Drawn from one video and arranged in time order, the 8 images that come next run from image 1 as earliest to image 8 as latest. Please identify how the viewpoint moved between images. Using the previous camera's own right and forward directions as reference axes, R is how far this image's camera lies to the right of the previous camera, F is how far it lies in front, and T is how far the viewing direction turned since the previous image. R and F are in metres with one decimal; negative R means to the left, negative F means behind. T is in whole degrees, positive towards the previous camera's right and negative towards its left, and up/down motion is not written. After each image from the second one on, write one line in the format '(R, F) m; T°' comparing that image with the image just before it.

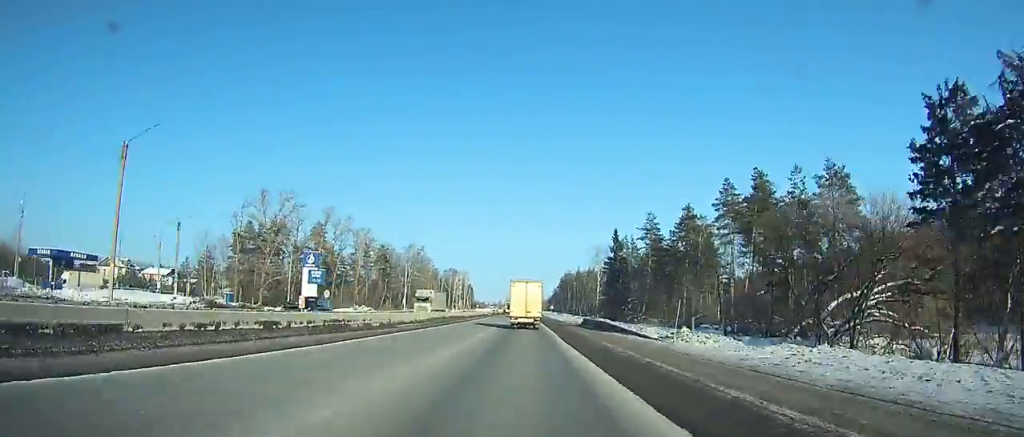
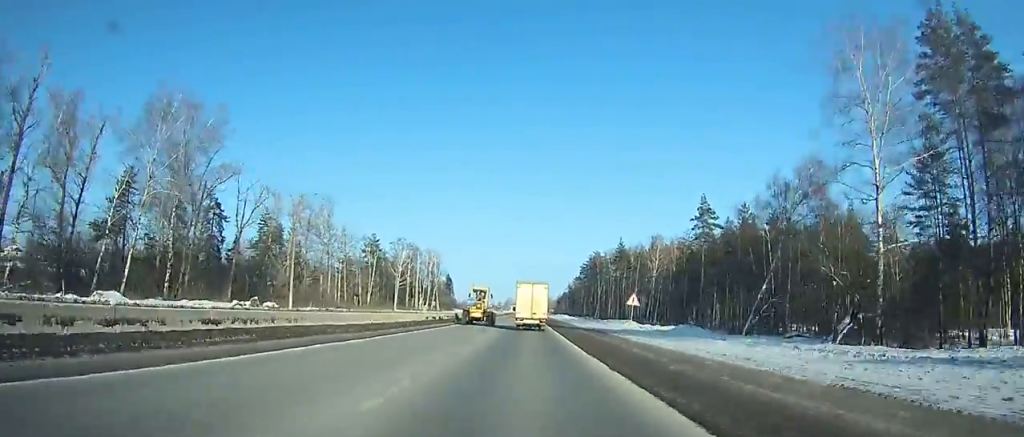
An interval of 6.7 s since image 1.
(-1.5, +137.6) m; -1°
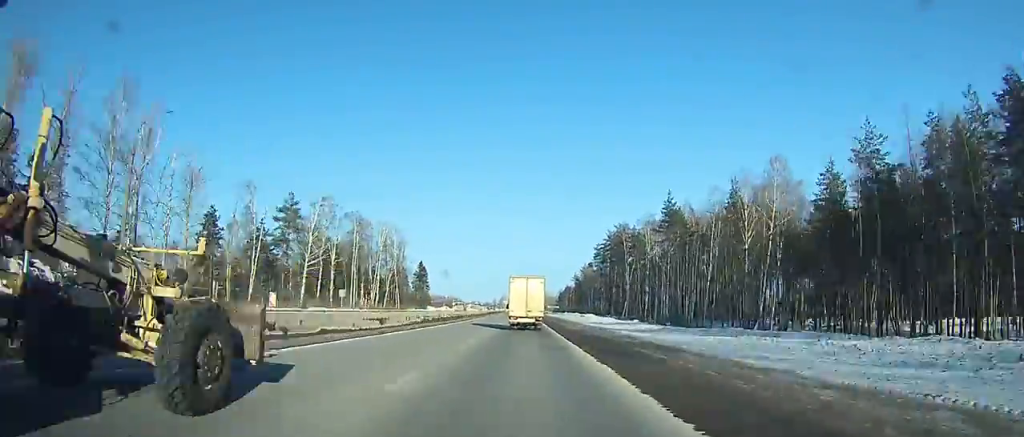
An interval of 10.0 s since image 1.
(+0.4, +66.3) m; 0°
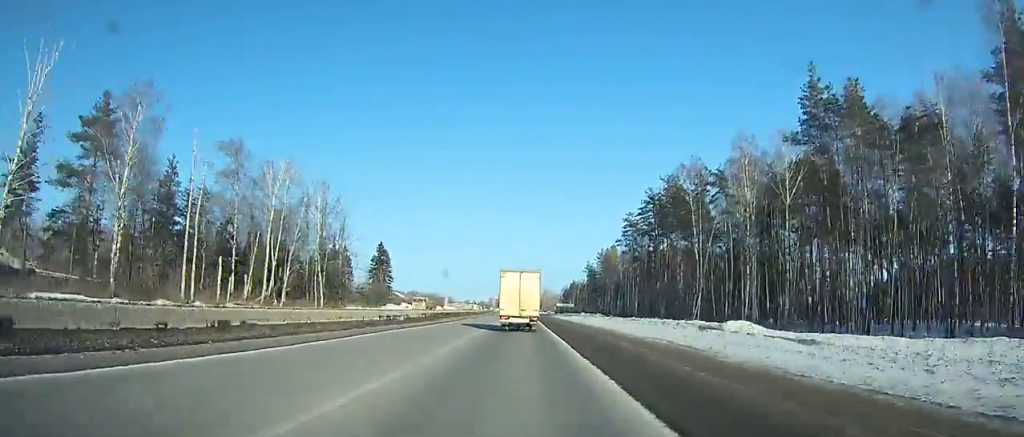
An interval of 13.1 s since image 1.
(+0.1, +63.1) m; 0°
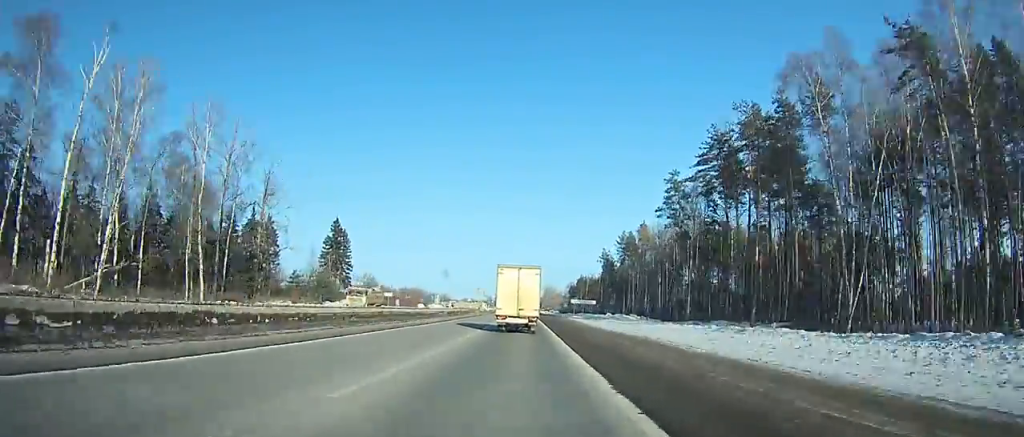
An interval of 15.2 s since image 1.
(-0.1, +43.7) m; 0°
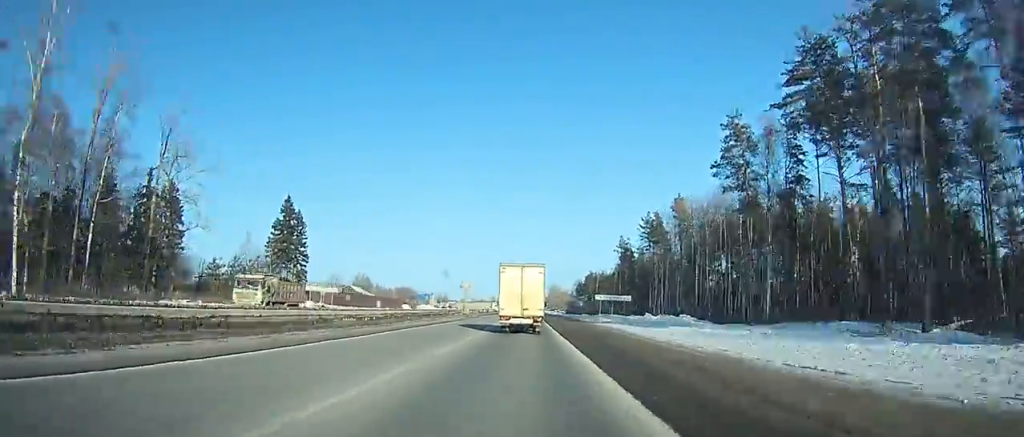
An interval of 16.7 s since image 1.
(0.0, +30.6) m; 0°
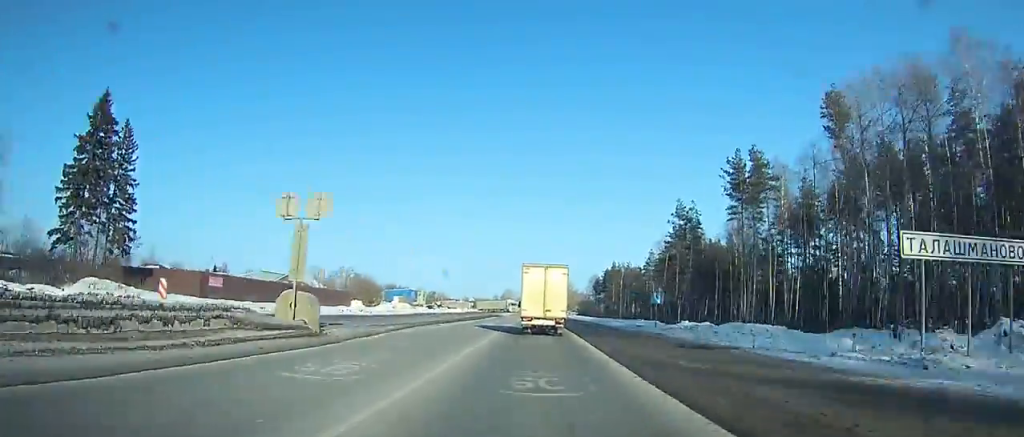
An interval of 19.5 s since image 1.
(+0.2, +56.1) m; 0°
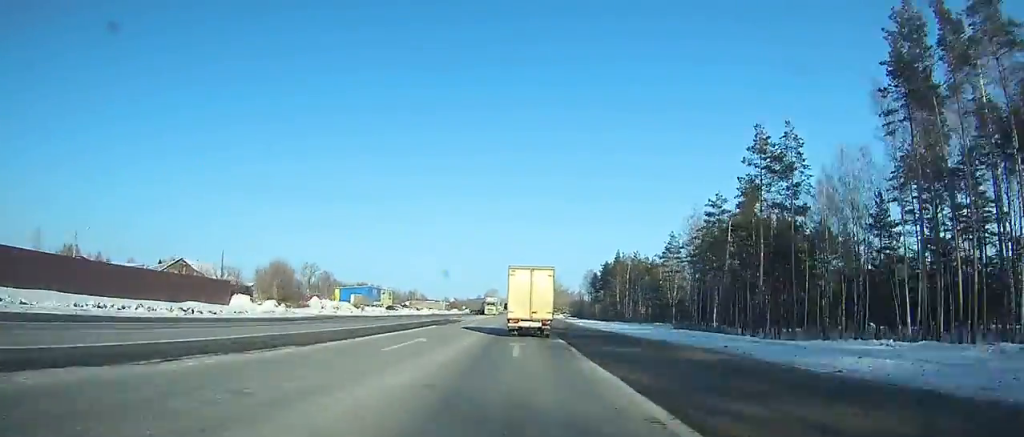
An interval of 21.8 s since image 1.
(+0.1, +45.3) m; 0°
